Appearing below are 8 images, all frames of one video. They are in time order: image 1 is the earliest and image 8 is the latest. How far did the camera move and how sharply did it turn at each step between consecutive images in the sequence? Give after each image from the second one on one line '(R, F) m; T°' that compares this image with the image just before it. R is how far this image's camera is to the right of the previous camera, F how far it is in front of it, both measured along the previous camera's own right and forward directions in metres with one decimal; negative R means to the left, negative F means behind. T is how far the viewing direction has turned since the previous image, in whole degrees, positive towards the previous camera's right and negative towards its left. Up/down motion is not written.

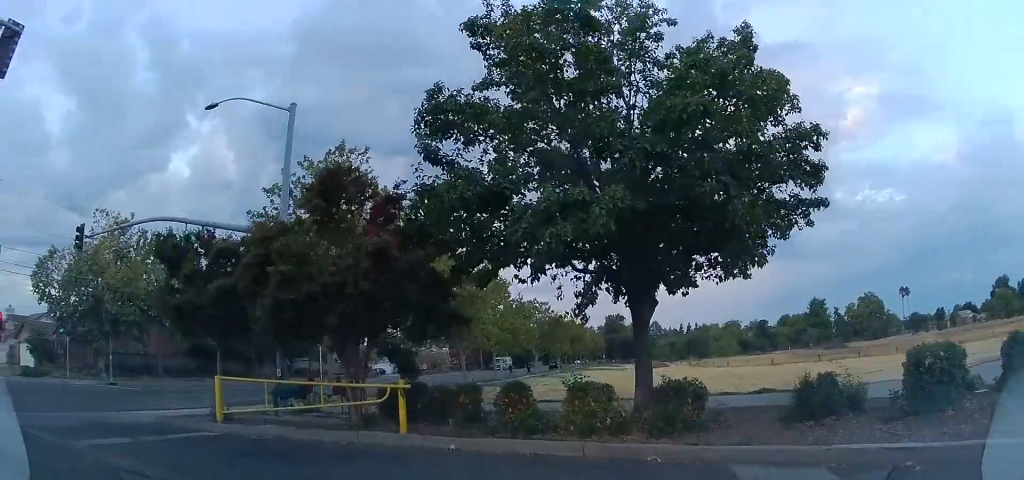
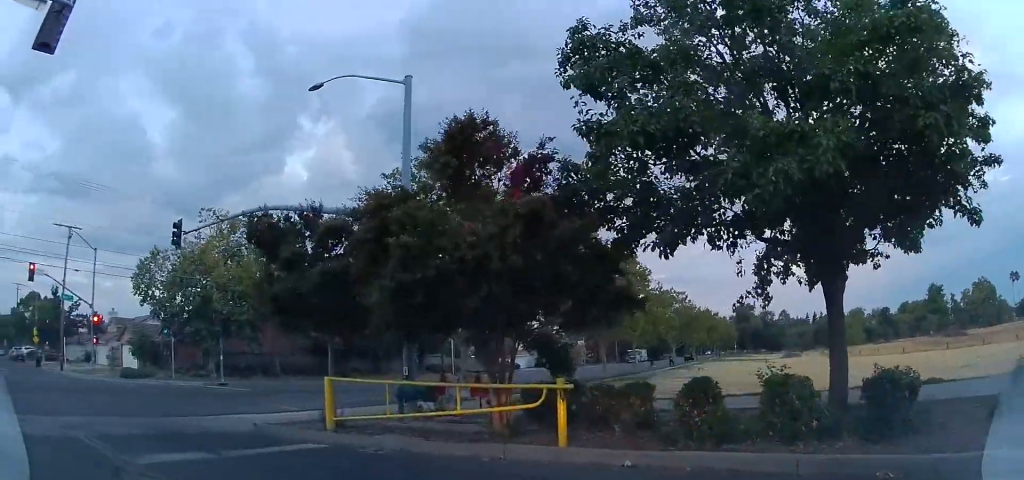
(-0.3, +1.6) m; -16°
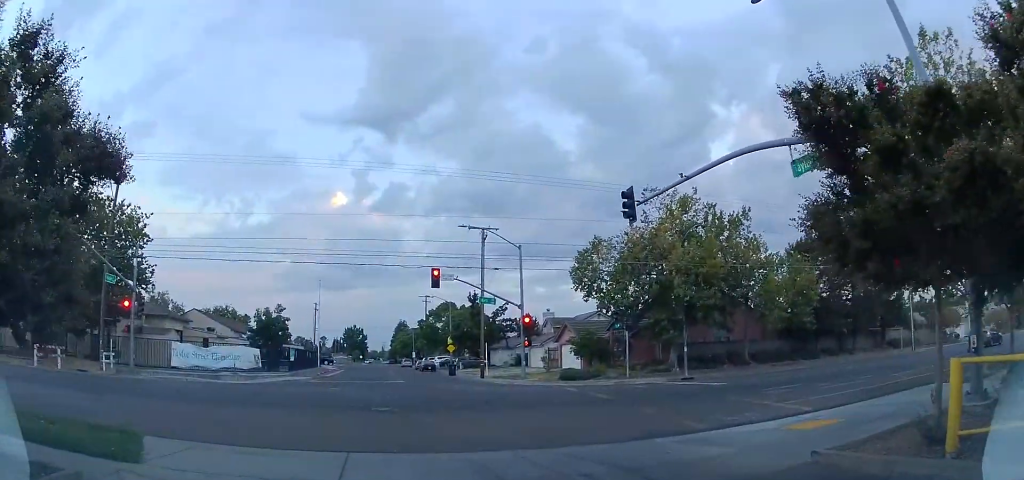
(-2.4, +3.5) m; -61°
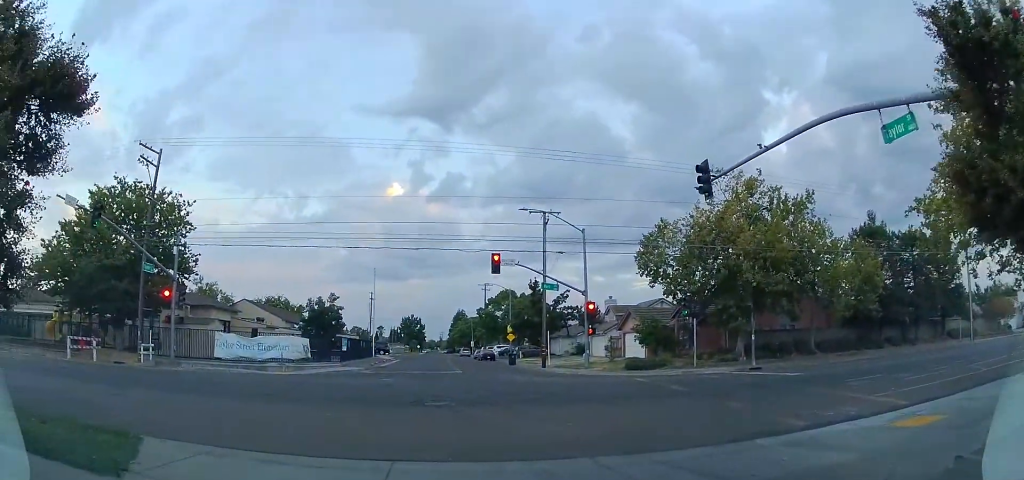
(-0.1, +1.4) m; -3°
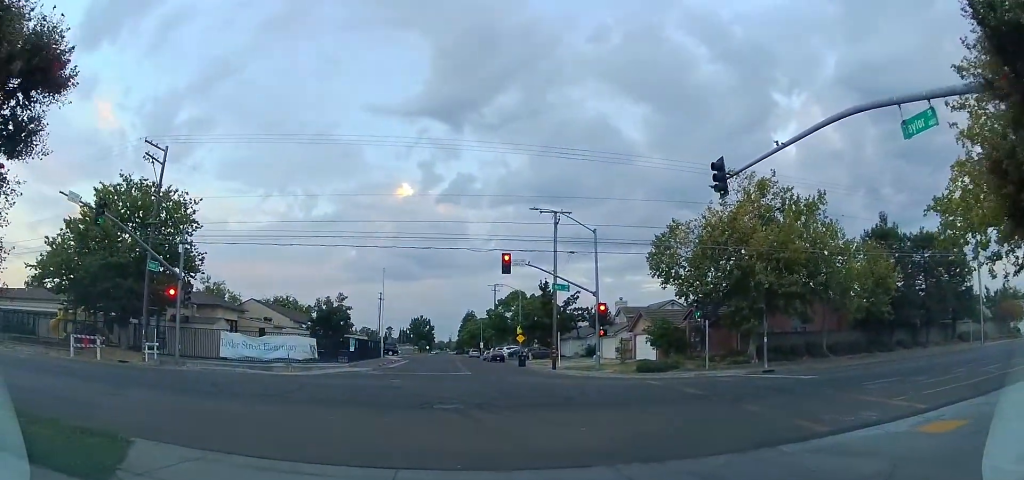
(0.0, +0.5) m; 0°
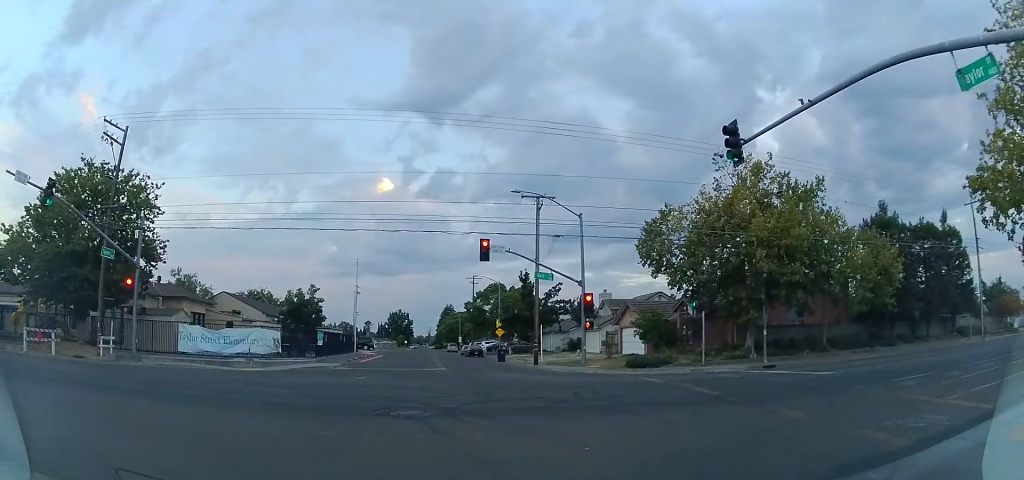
(0.0, +2.1) m; 0°
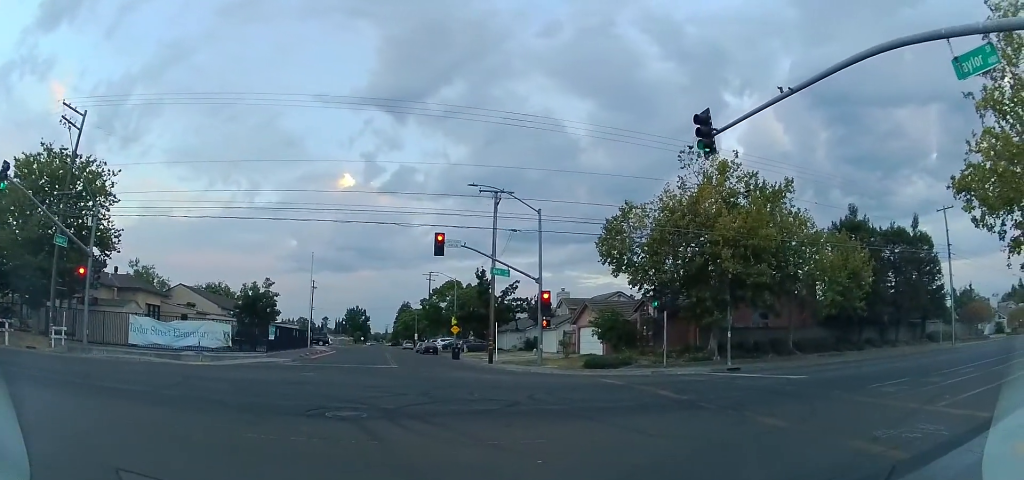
(+0.1, +0.8) m; 0°
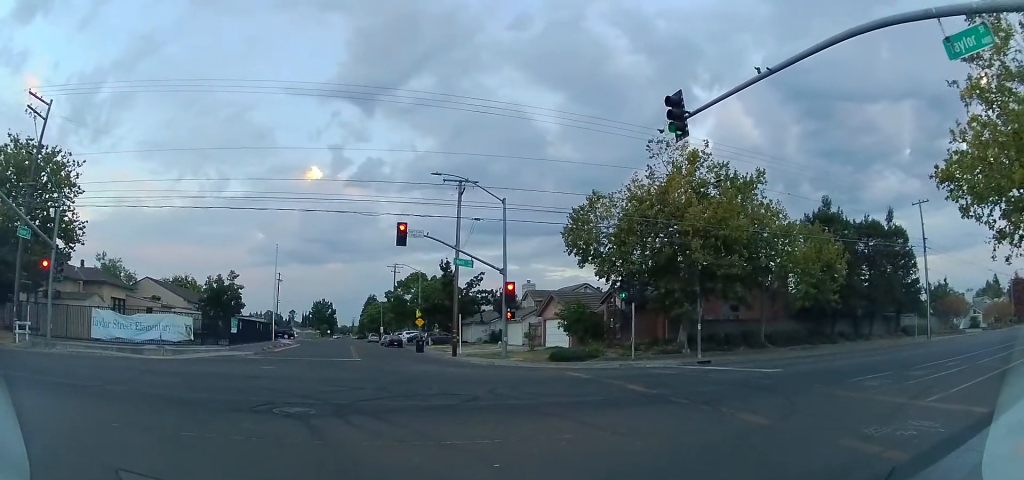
(+0.4, +0.6) m; 0°
